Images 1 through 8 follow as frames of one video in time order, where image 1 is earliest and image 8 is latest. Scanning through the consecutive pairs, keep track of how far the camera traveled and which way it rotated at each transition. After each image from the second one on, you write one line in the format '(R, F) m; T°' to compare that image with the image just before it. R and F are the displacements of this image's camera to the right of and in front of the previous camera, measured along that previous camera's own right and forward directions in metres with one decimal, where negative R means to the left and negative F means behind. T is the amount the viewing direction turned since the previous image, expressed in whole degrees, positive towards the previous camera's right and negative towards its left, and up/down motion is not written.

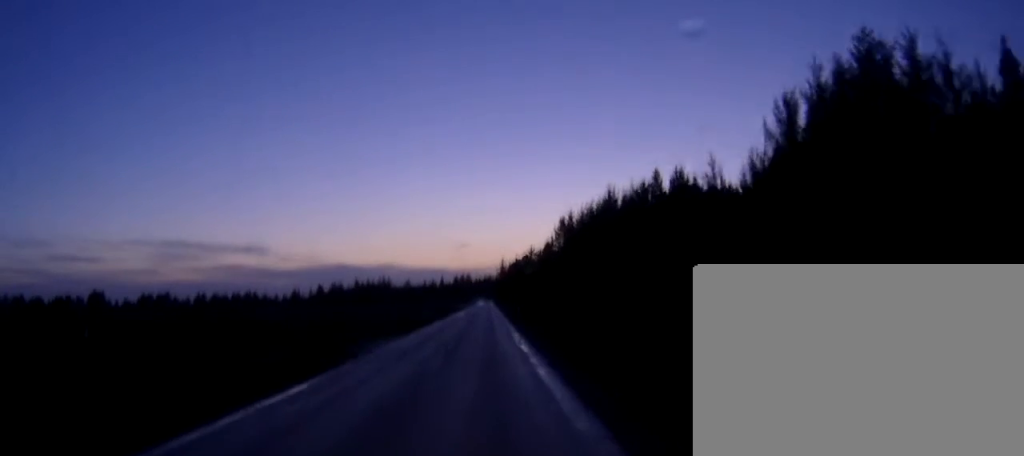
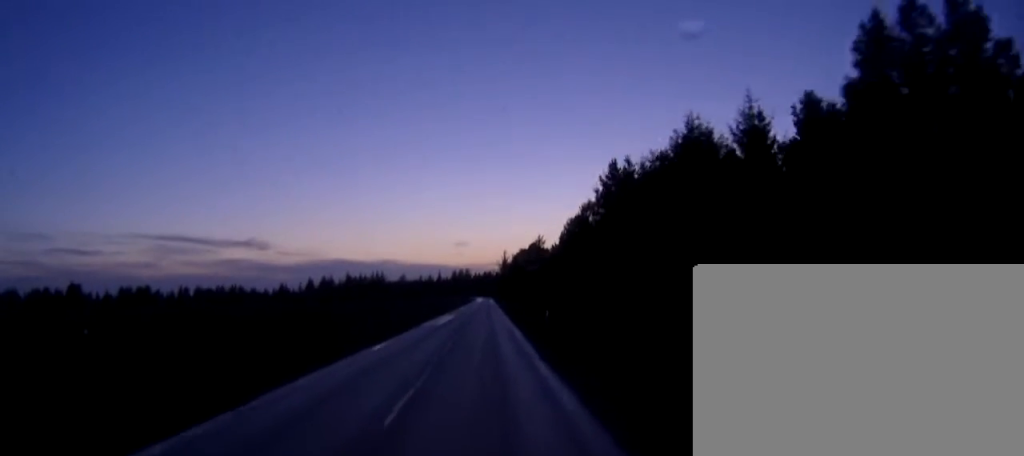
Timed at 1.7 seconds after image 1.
(0.0, +35.7) m; +1°
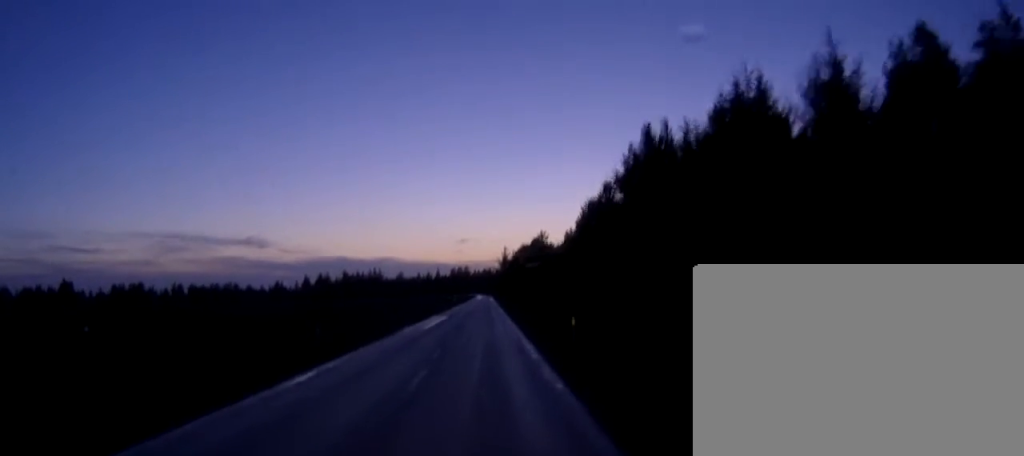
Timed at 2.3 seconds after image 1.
(0.0, +11.6) m; 0°
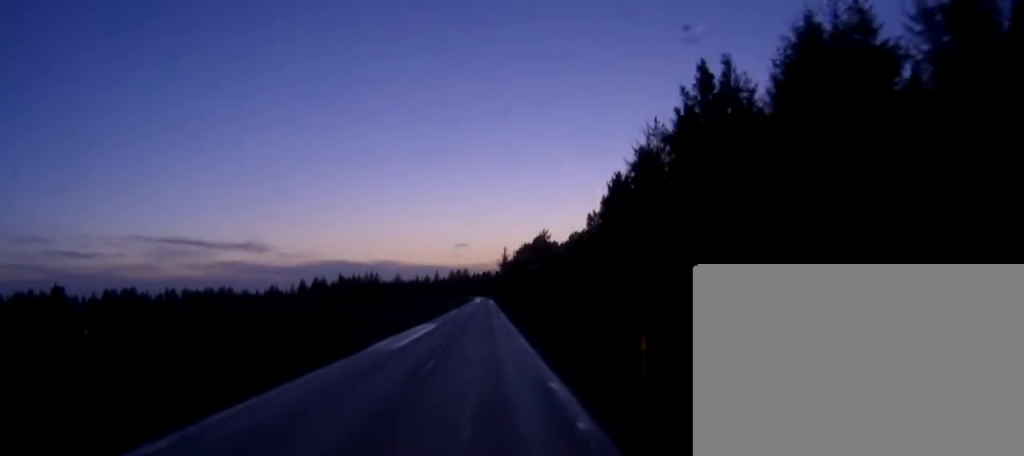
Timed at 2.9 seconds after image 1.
(0.0, +11.6) m; 0°
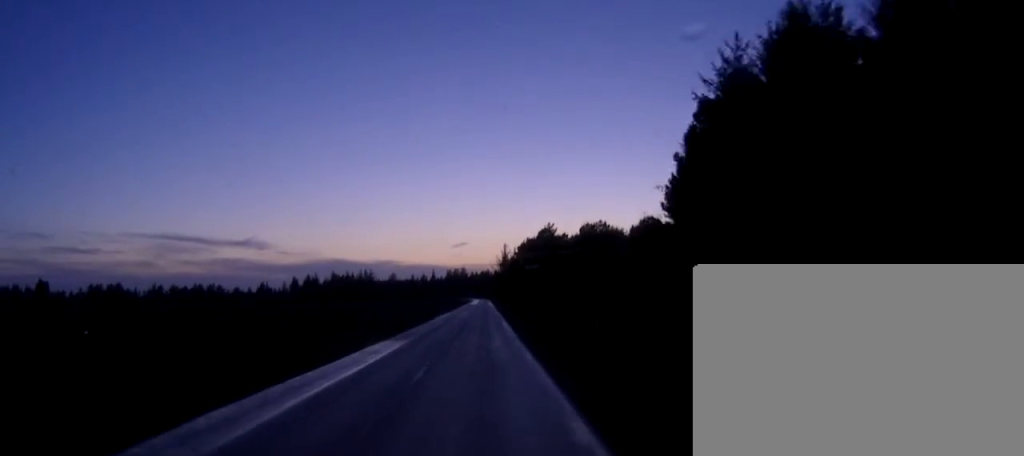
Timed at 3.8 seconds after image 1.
(0.0, +19.1) m; +1°
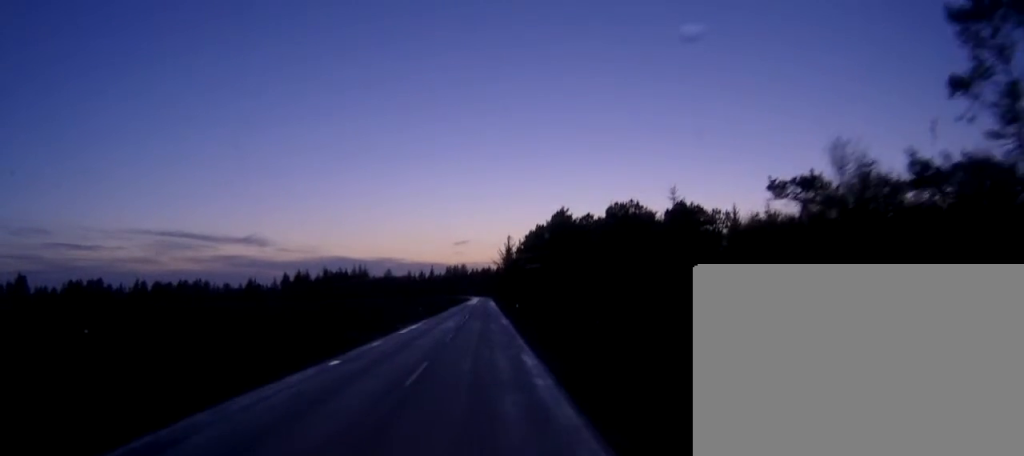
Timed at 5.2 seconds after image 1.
(+0.1, +28.5) m; -1°
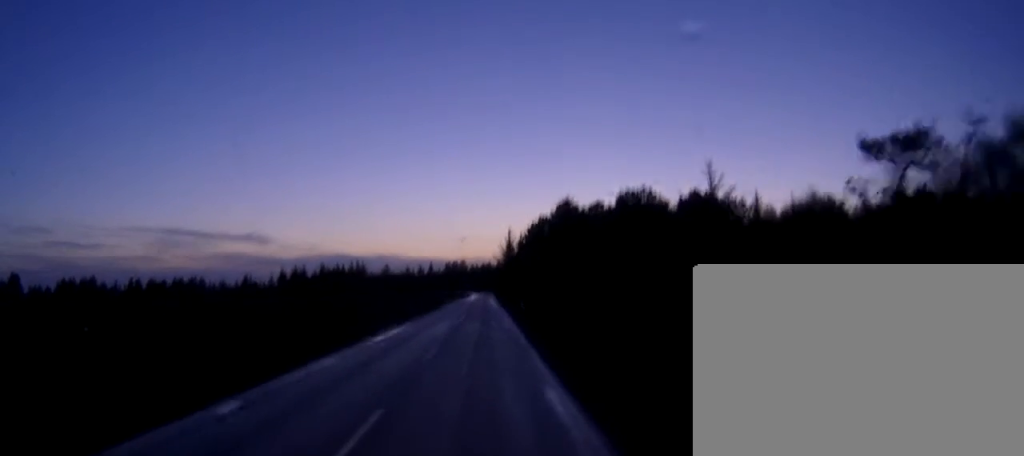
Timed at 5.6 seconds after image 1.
(-0.1, +8.8) m; 0°
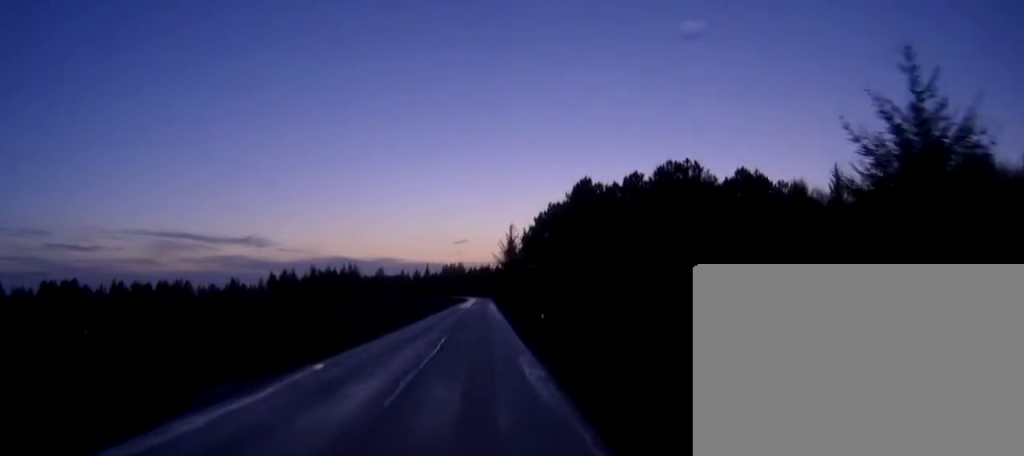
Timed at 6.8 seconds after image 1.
(-0.1, +23.1) m; 0°
